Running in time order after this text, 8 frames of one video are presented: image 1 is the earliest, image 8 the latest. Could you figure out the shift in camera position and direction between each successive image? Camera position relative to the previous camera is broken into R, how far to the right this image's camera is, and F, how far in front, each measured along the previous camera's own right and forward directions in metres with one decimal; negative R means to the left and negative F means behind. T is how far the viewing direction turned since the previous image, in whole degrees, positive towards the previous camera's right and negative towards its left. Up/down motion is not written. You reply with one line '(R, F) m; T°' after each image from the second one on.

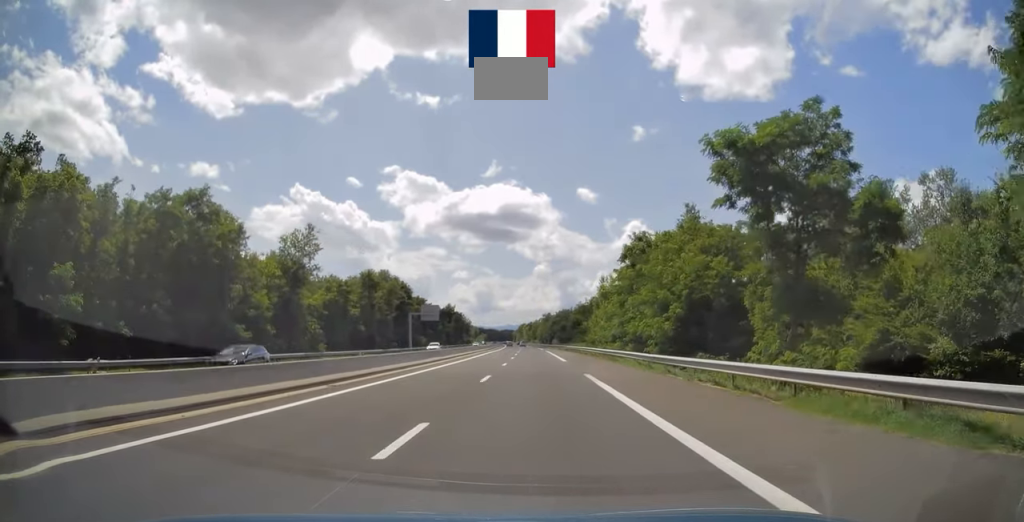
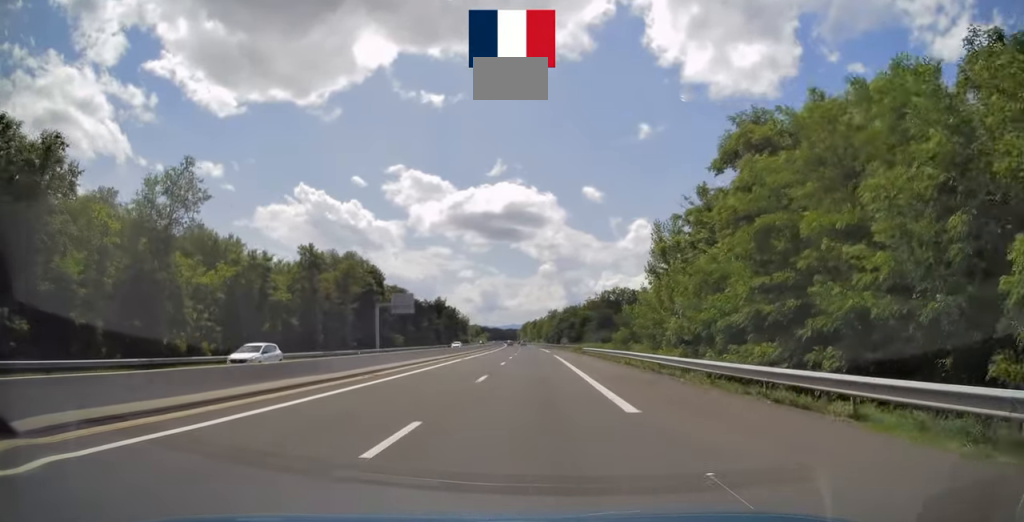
(0.0, +26.7) m; 0°
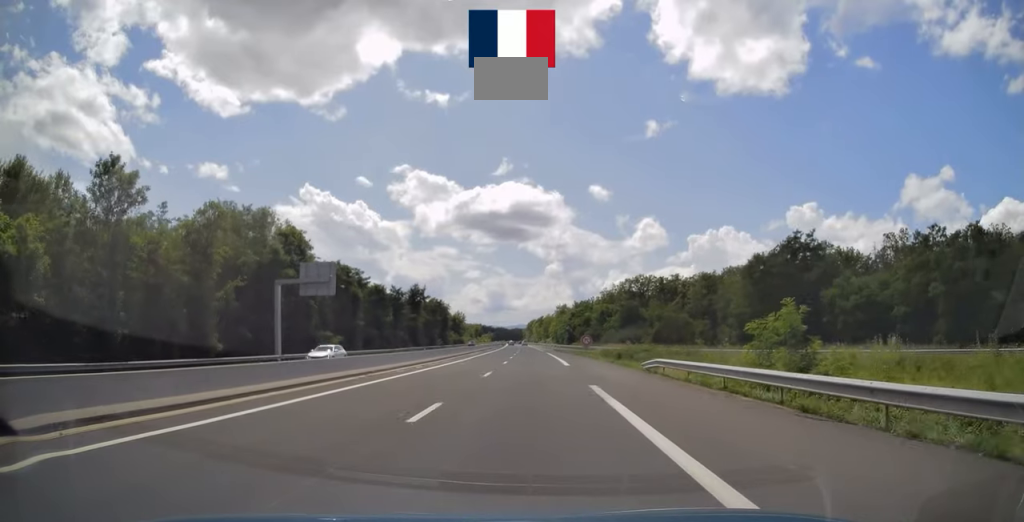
(0.0, +37.0) m; -1°
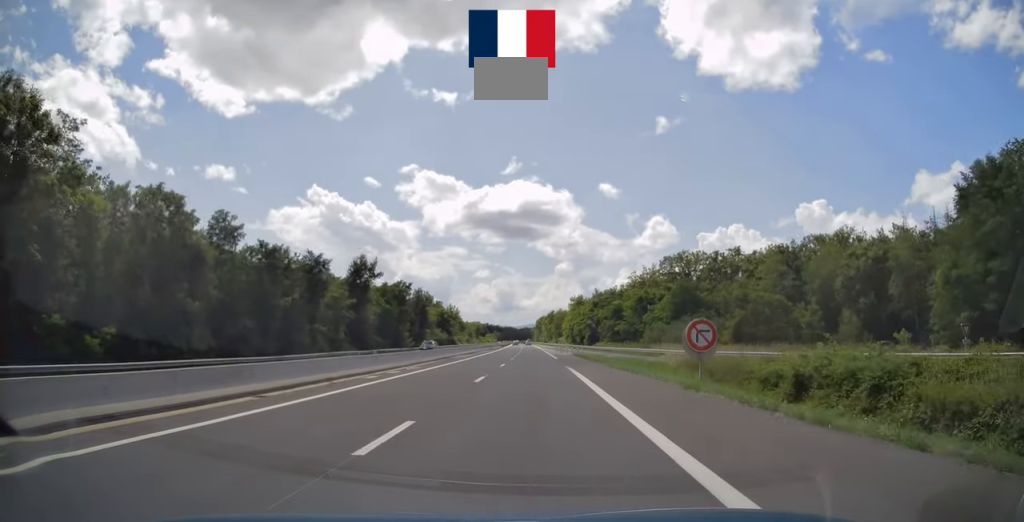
(-0.9, +43.2) m; -1°
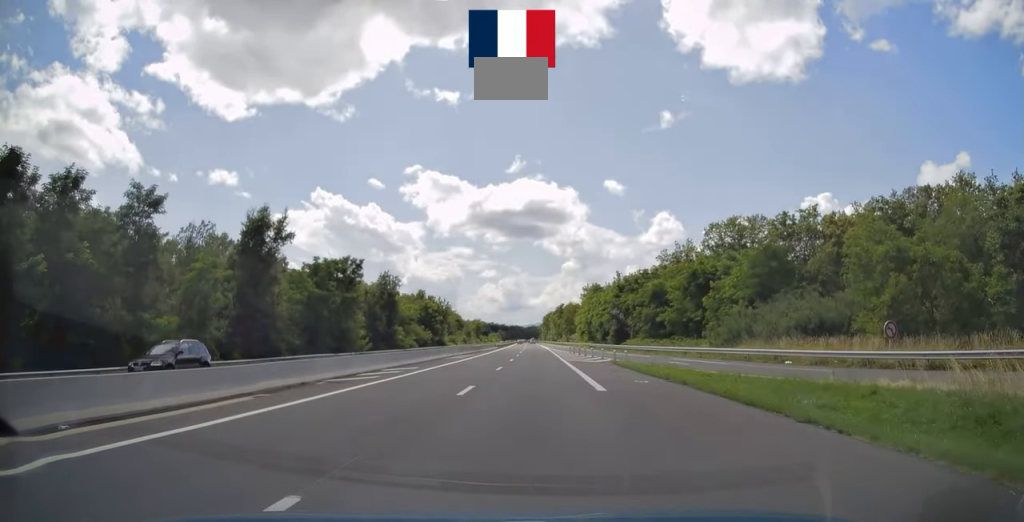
(+0.3, +31.9) m; 0°
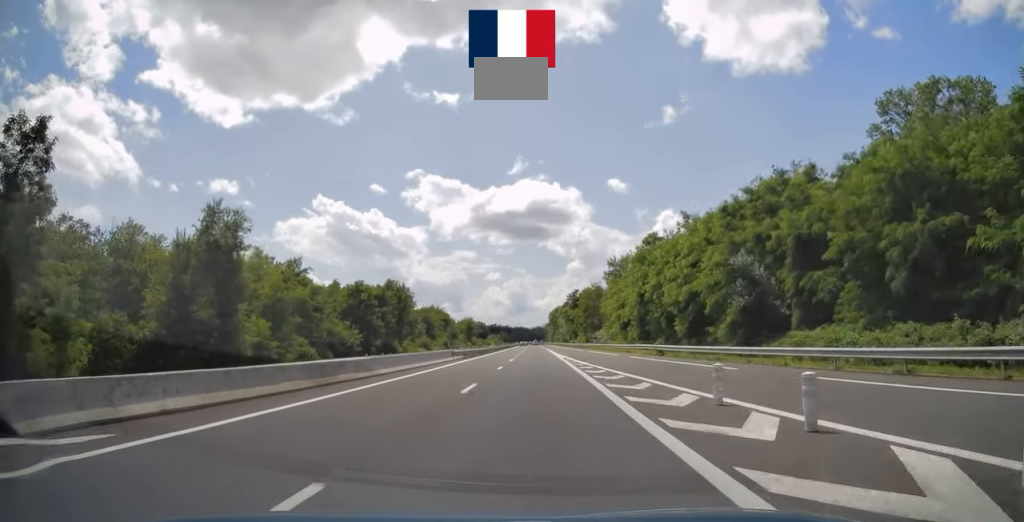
(-0.8, +53.0) m; -1°
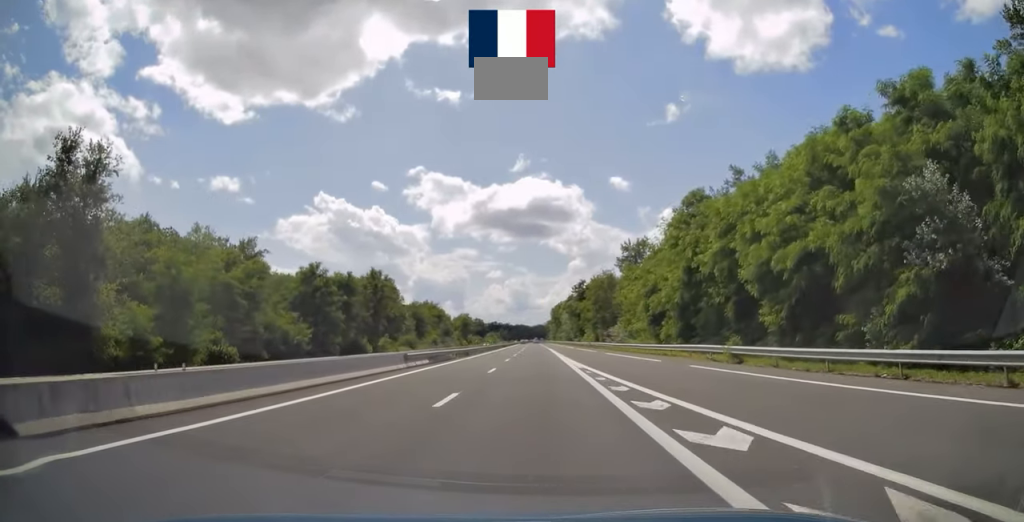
(+0.2, +17.0) m; 0°
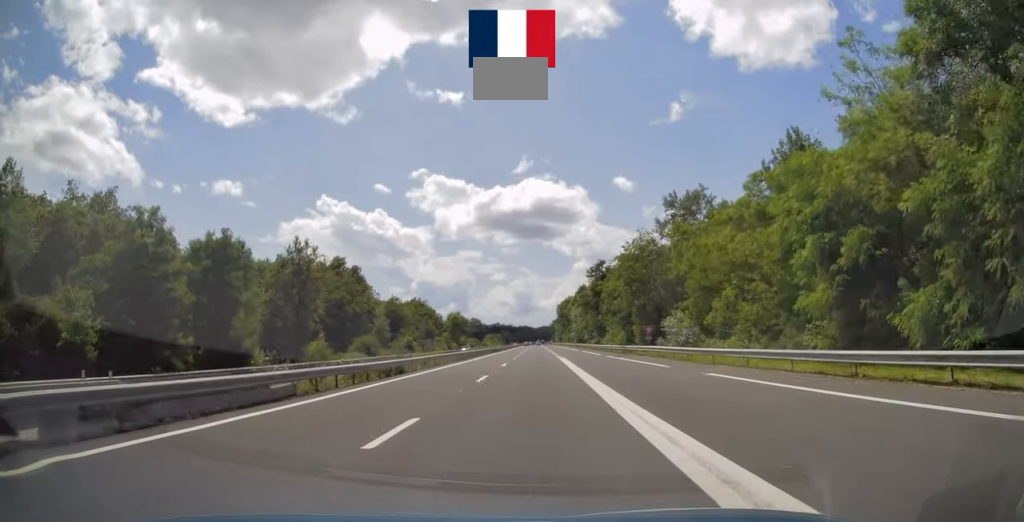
(-0.4, +31.4) m; -1°
